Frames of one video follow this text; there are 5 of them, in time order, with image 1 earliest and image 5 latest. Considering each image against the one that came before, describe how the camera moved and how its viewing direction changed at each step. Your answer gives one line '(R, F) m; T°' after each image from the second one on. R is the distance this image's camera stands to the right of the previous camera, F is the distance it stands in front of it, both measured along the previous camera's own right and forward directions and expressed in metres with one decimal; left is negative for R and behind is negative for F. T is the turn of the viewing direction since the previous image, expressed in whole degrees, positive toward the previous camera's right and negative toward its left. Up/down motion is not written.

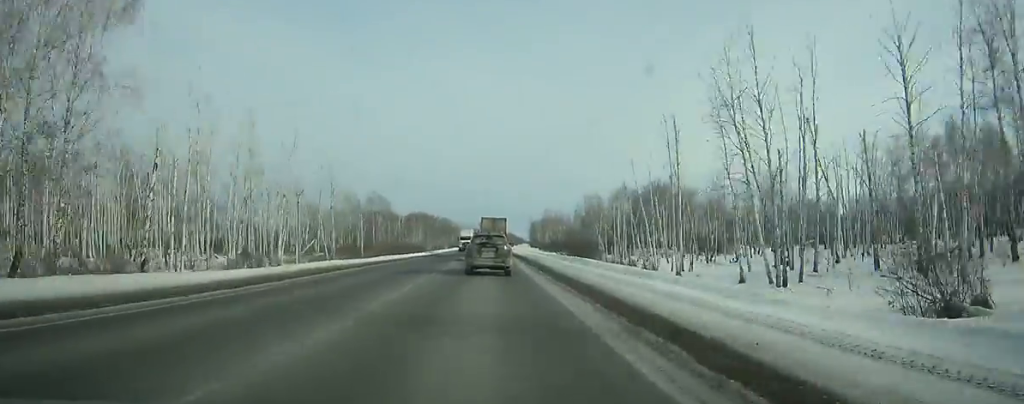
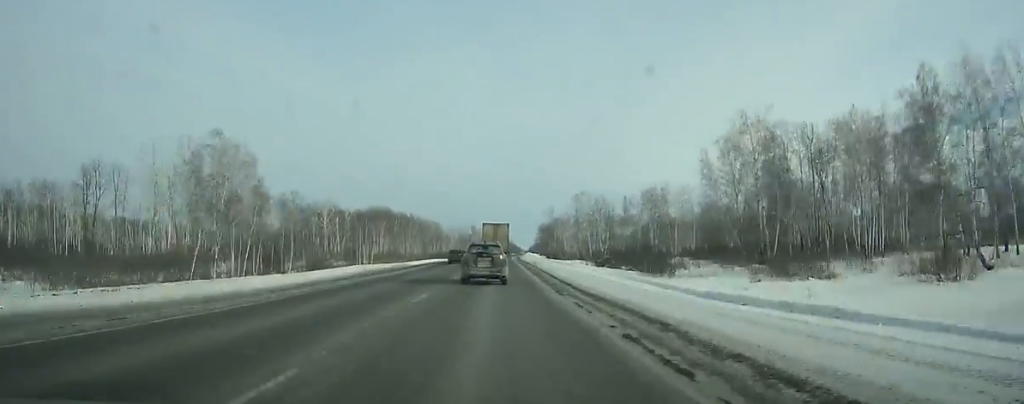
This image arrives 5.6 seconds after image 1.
(+0.8, +130.8) m; +1°
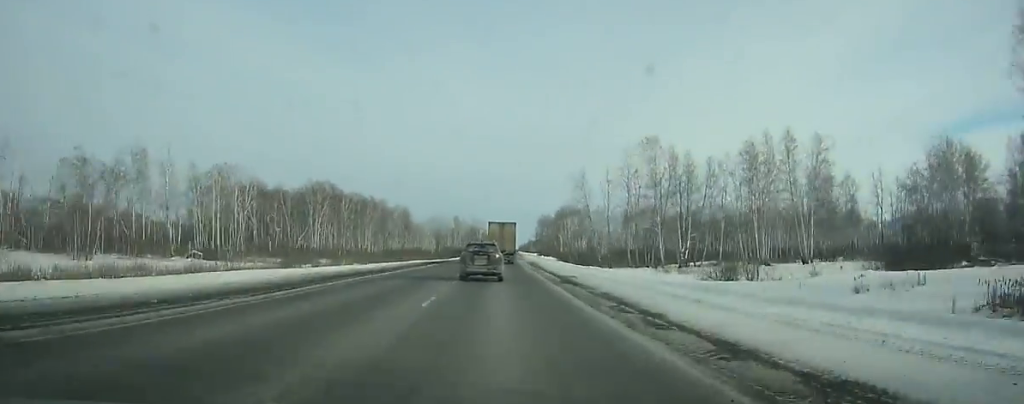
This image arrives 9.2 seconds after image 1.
(+0.7, +85.1) m; +1°
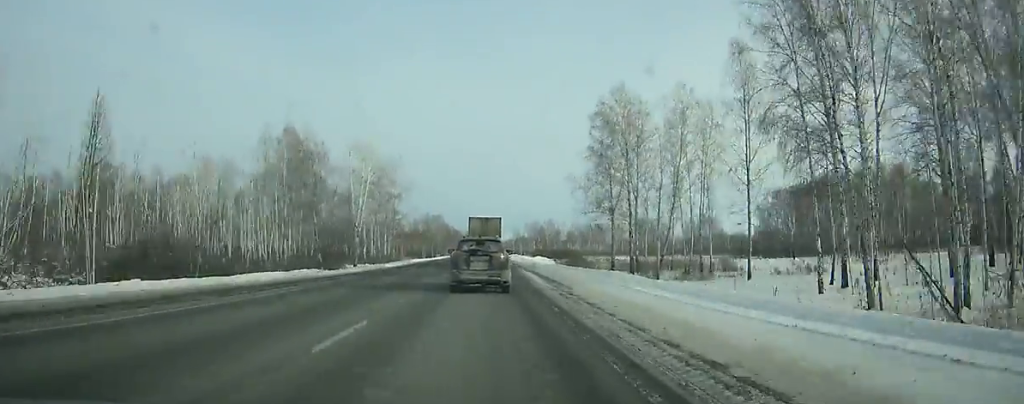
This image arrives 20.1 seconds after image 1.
(+5.8, +255.2) m; +1°
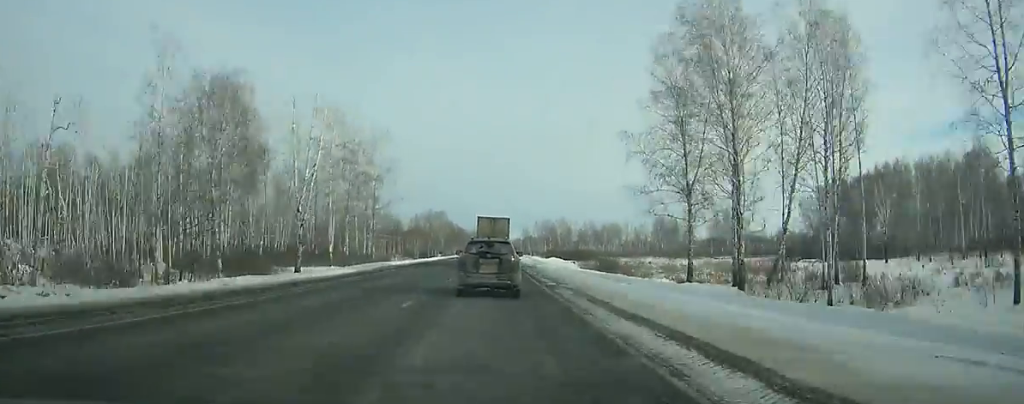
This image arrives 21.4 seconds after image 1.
(-0.1, +29.6) m; 0°
